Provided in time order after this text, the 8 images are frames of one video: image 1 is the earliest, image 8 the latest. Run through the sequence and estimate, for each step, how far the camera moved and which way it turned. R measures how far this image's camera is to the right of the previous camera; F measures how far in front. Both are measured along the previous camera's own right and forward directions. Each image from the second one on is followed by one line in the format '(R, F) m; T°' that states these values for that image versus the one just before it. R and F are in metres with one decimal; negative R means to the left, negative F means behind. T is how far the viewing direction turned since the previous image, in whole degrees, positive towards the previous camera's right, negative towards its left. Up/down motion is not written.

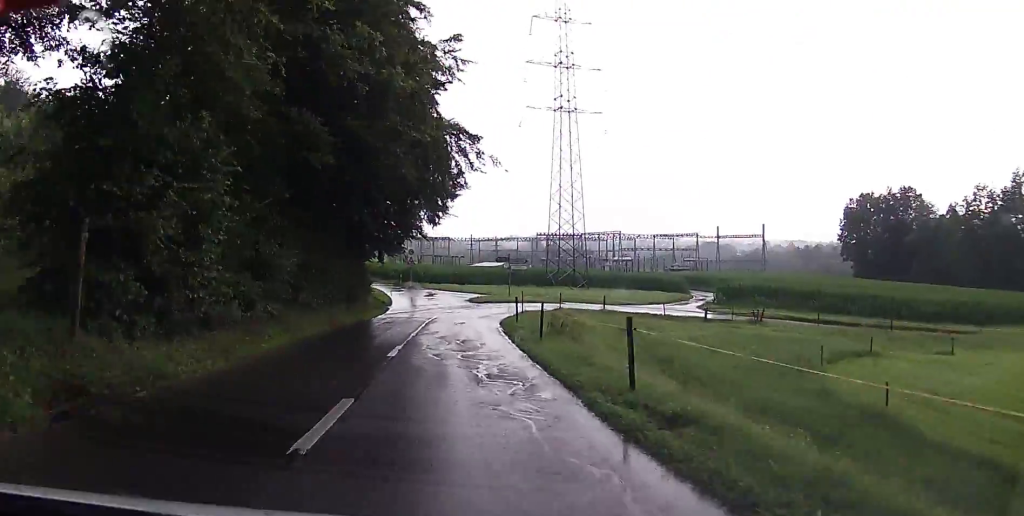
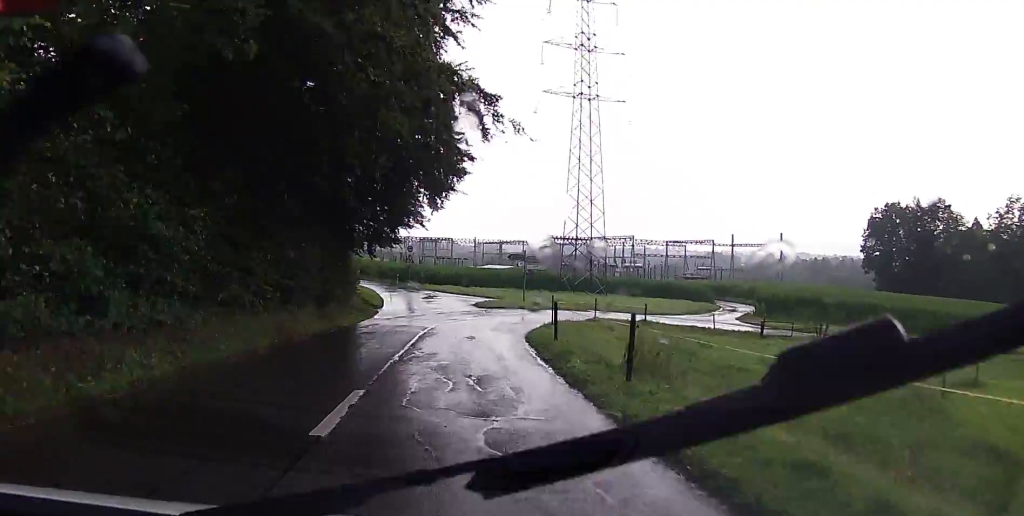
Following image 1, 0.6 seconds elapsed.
(-0.1, +7.7) m; 0°
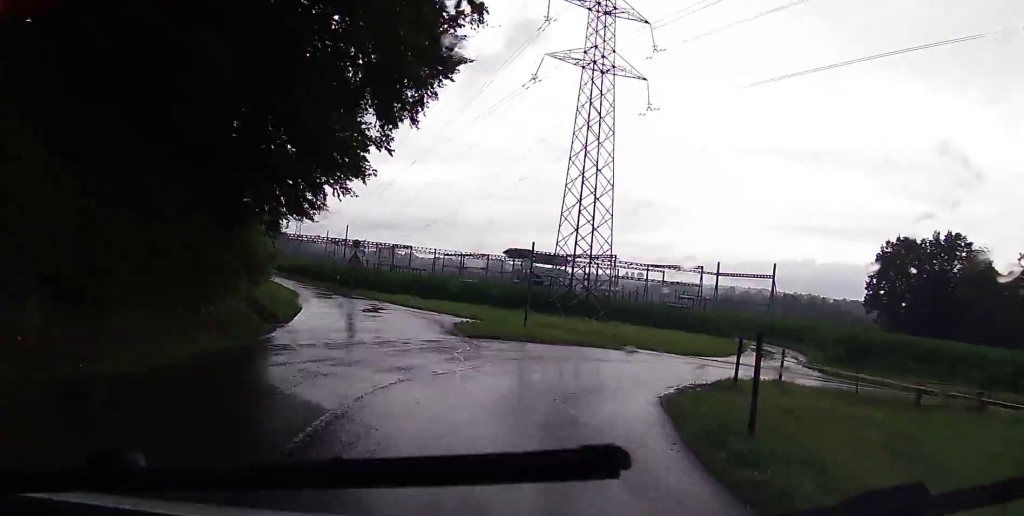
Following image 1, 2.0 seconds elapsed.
(+0.2, +15.7) m; +11°
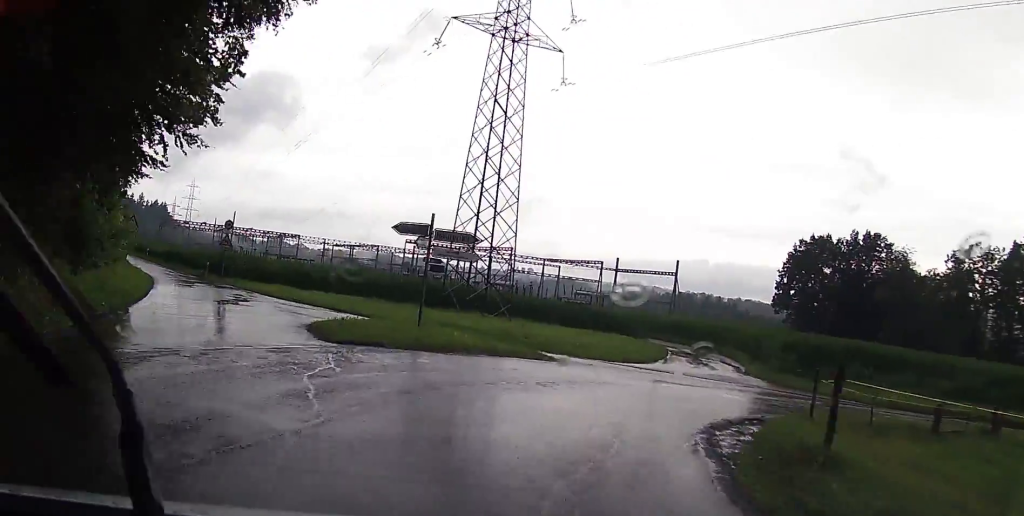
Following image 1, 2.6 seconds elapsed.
(+0.8, +5.7) m; +15°
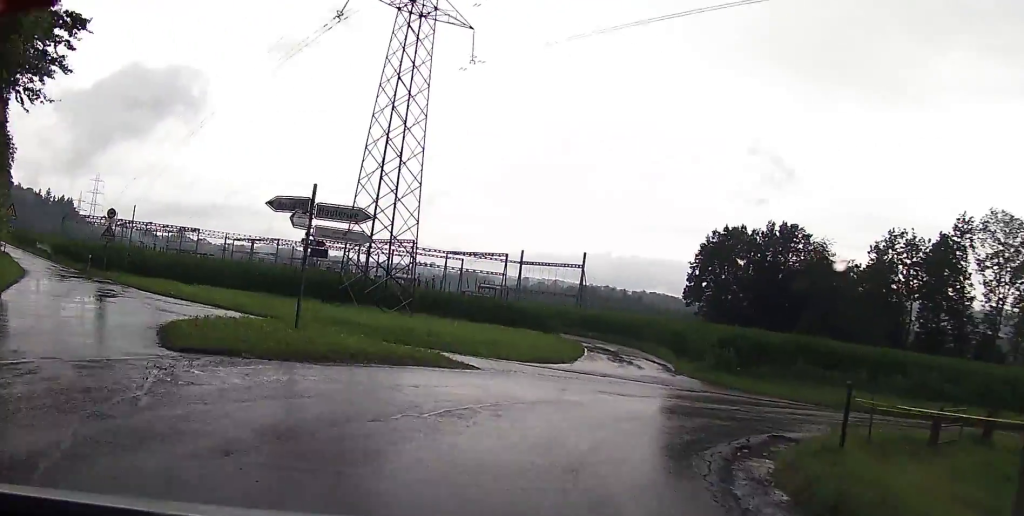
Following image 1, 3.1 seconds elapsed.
(0.0, +3.6) m; +11°
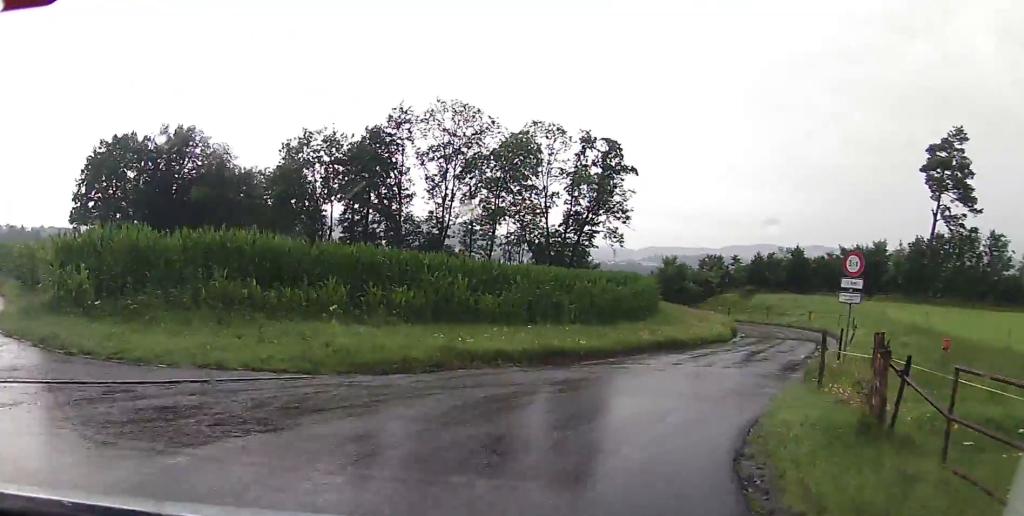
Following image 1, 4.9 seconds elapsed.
(+7.0, +12.4) m; +56°
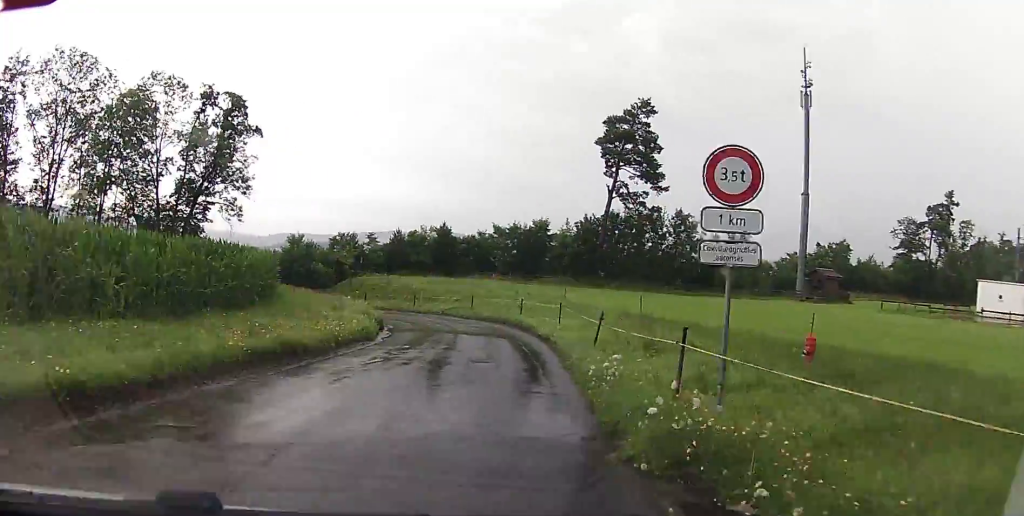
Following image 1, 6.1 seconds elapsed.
(+2.6, +10.6) m; +23°
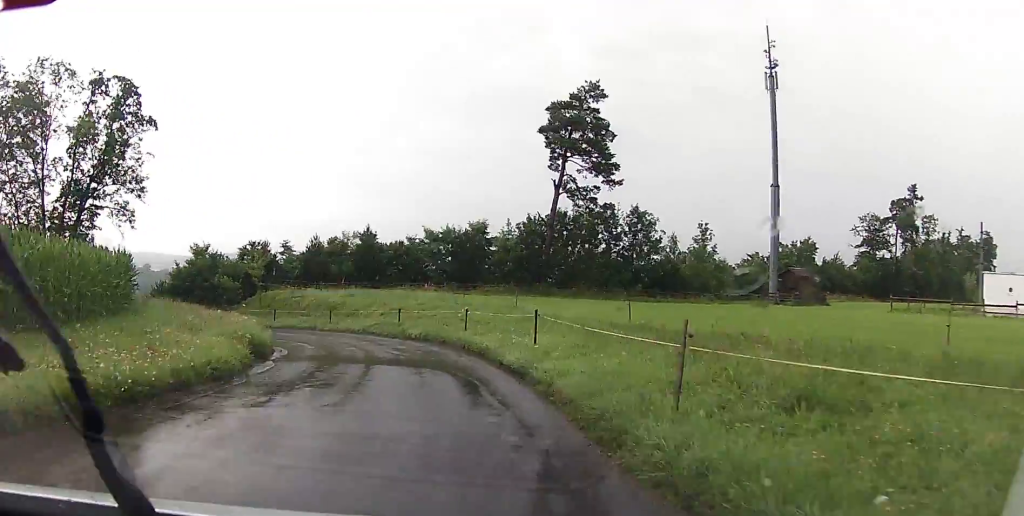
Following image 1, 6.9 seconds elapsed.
(+0.9, +9.7) m; +4°
